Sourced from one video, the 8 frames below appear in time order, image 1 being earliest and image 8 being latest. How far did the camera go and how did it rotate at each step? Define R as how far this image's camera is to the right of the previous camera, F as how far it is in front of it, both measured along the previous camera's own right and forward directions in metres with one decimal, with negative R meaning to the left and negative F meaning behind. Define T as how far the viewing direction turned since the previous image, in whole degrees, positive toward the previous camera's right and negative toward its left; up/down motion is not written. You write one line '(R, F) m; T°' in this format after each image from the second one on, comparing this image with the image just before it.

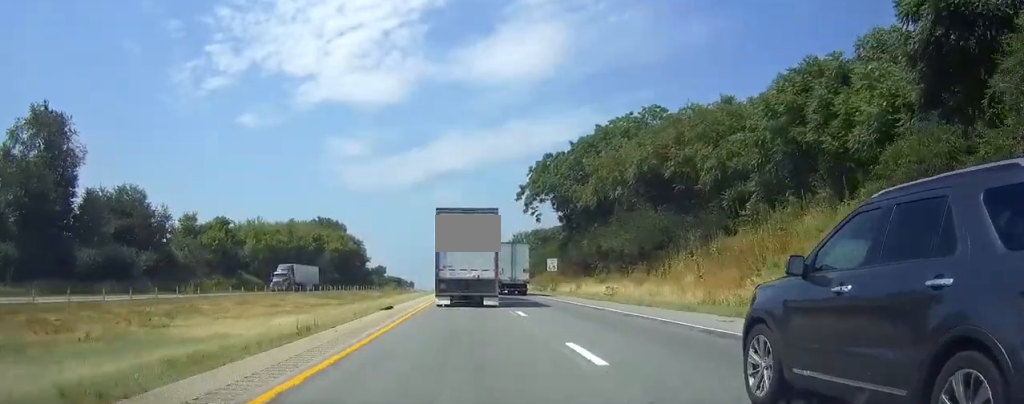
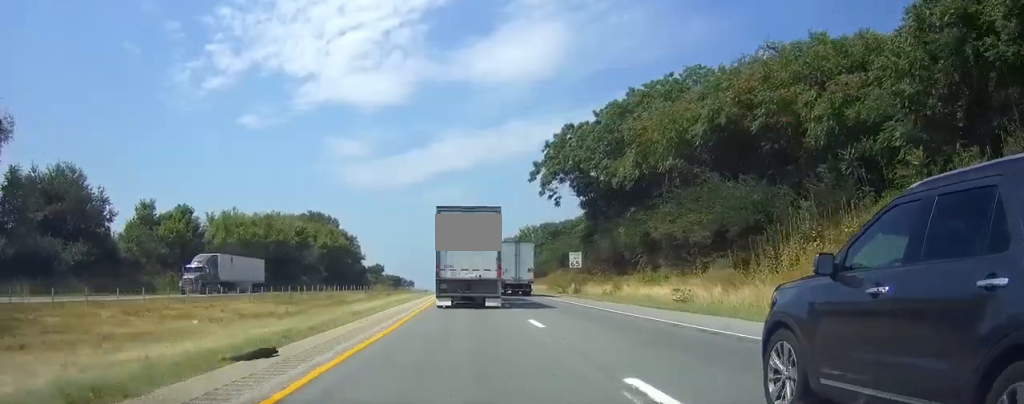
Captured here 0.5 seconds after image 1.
(0.0, +17.0) m; 0°
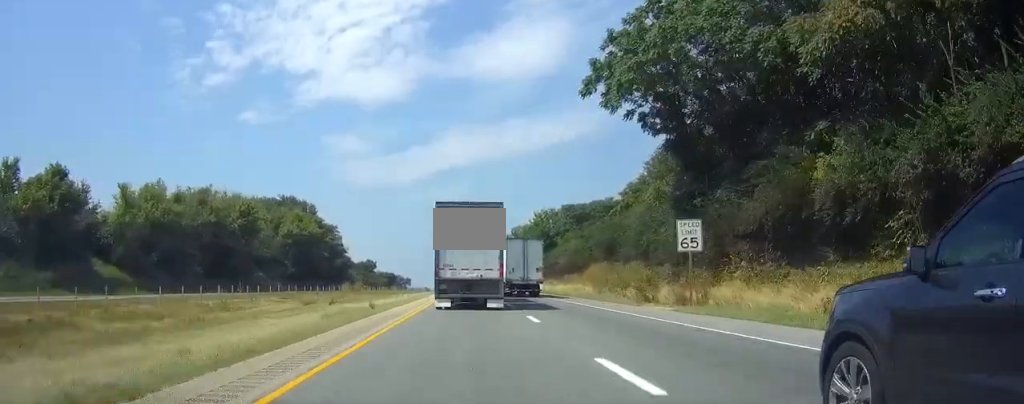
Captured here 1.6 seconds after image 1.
(0.0, +34.7) m; 0°
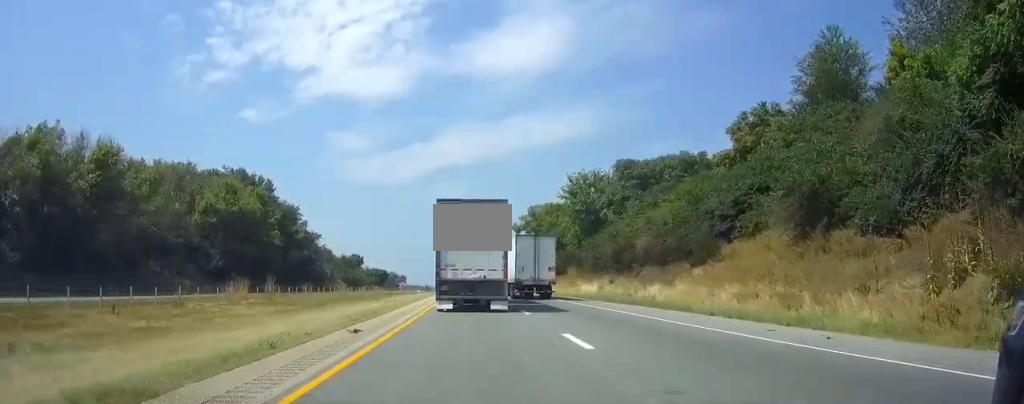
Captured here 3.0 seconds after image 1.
(0.0, +43.7) m; 0°
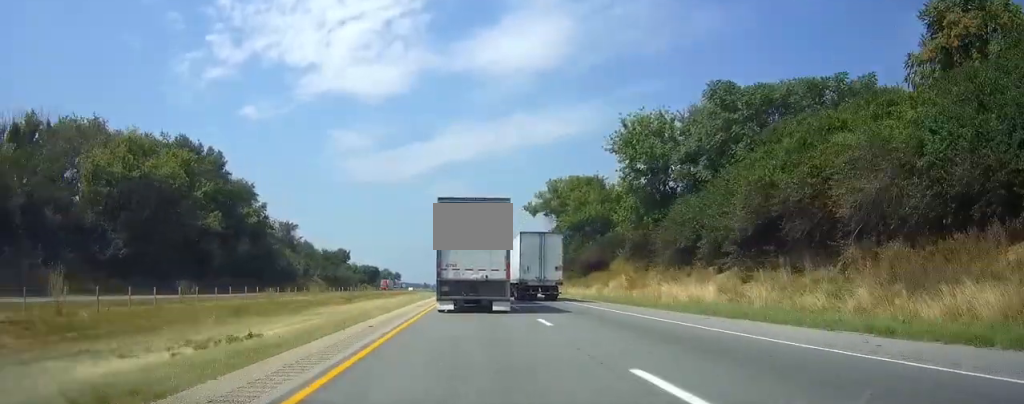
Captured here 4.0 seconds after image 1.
(0.0, +30.9) m; 0°
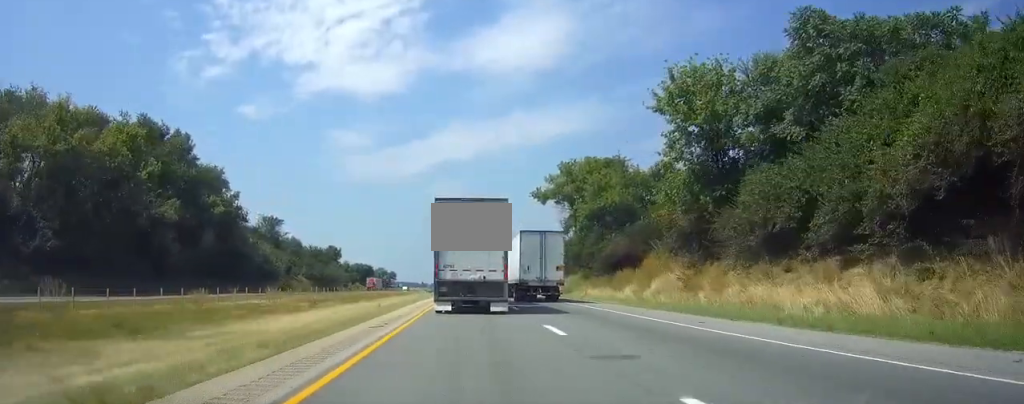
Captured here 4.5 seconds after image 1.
(0.0, +14.4) m; 0°
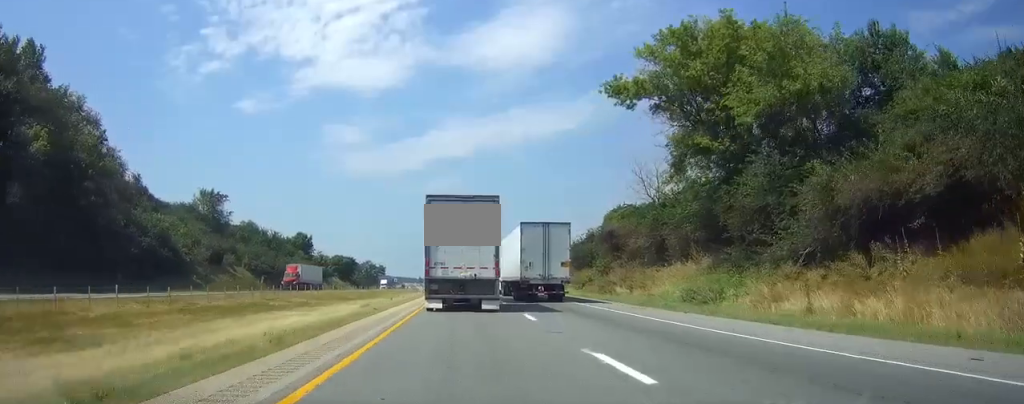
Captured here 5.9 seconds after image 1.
(+0.1, +44.1) m; 0°
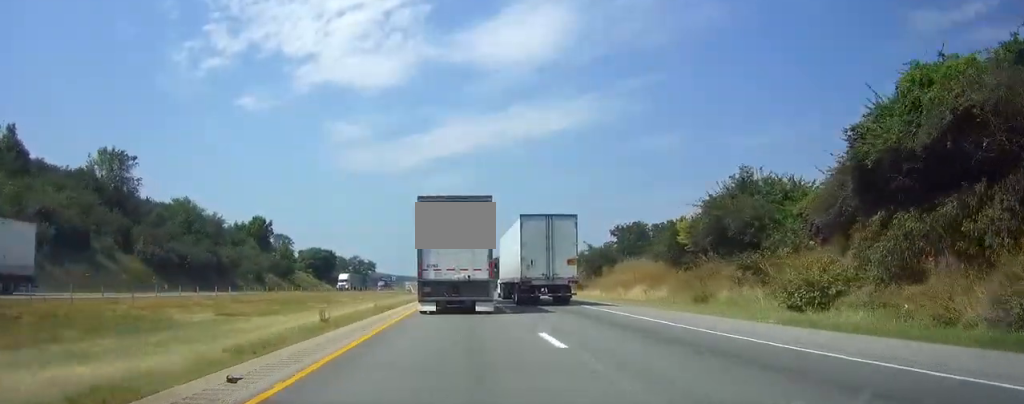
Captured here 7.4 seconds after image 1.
(-0.1, +44.2) m; 0°
